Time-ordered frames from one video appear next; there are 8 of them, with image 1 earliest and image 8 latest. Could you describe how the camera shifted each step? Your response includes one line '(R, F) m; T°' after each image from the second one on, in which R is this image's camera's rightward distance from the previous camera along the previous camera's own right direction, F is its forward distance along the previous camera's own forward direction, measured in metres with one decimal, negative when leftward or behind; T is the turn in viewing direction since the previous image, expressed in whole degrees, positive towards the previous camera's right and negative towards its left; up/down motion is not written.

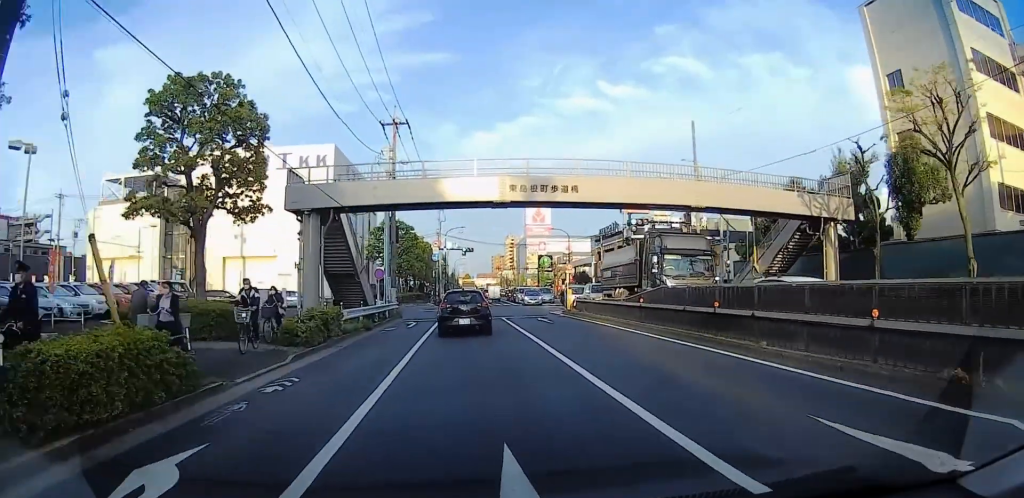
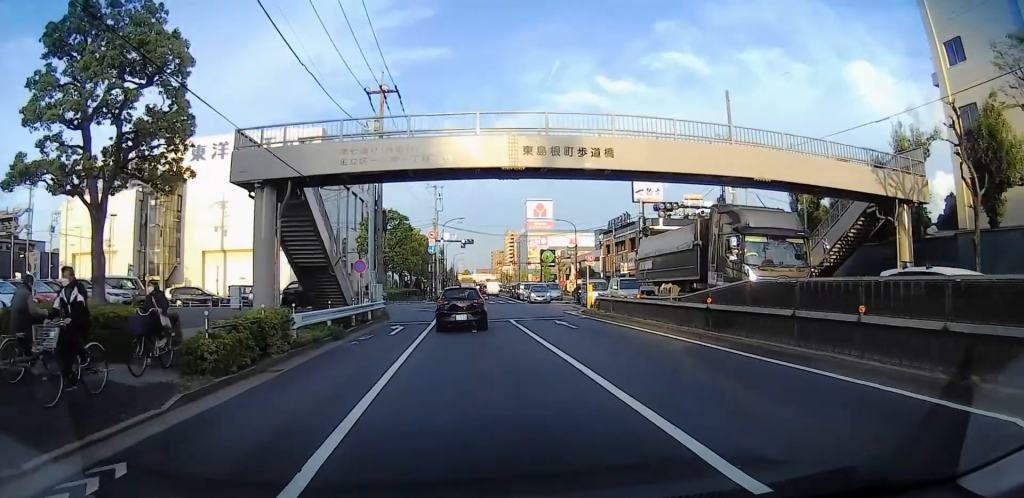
(0.0, +5.3) m; 0°
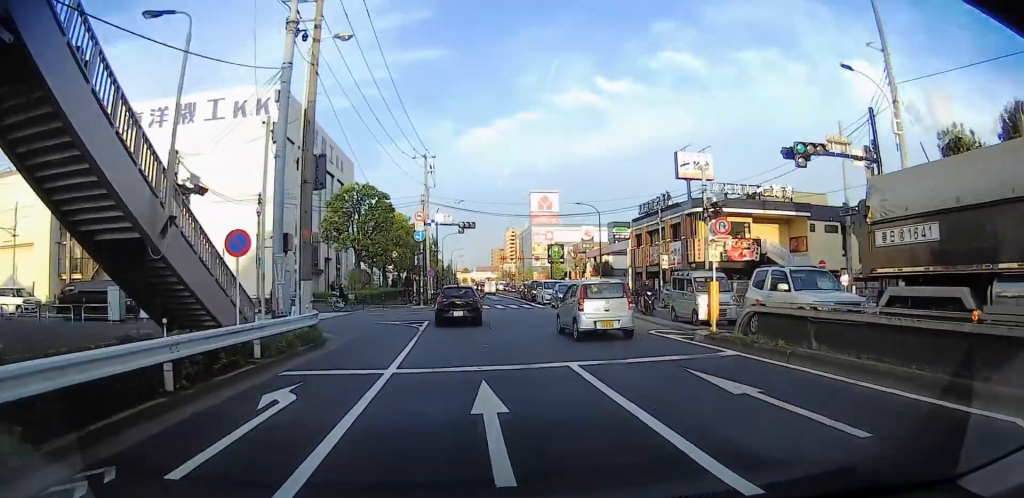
(0.0, +13.8) m; 0°
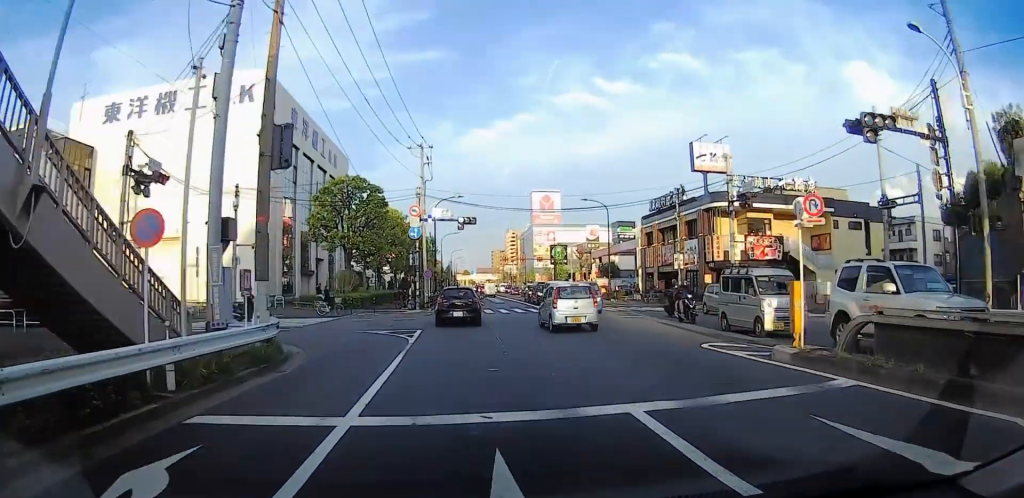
(0.0, +3.6) m; 0°
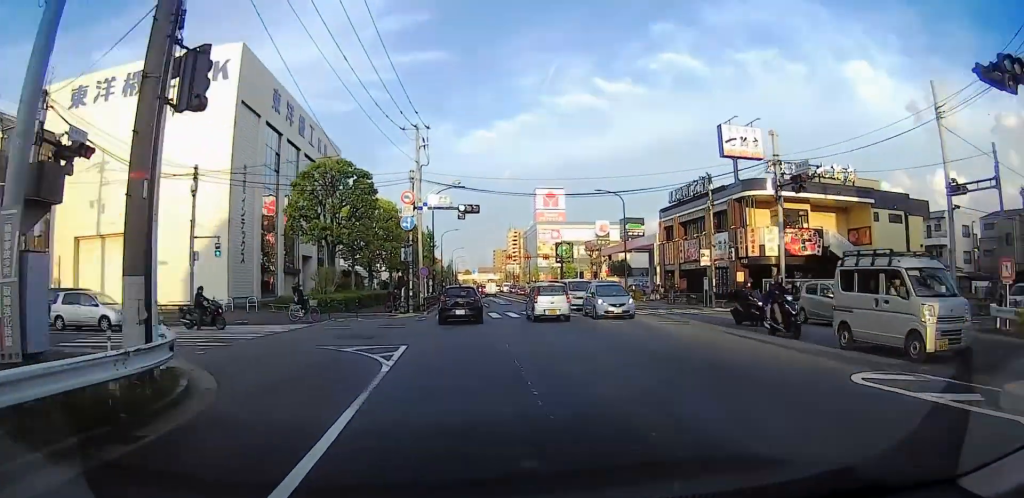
(0.0, +5.5) m; 0°
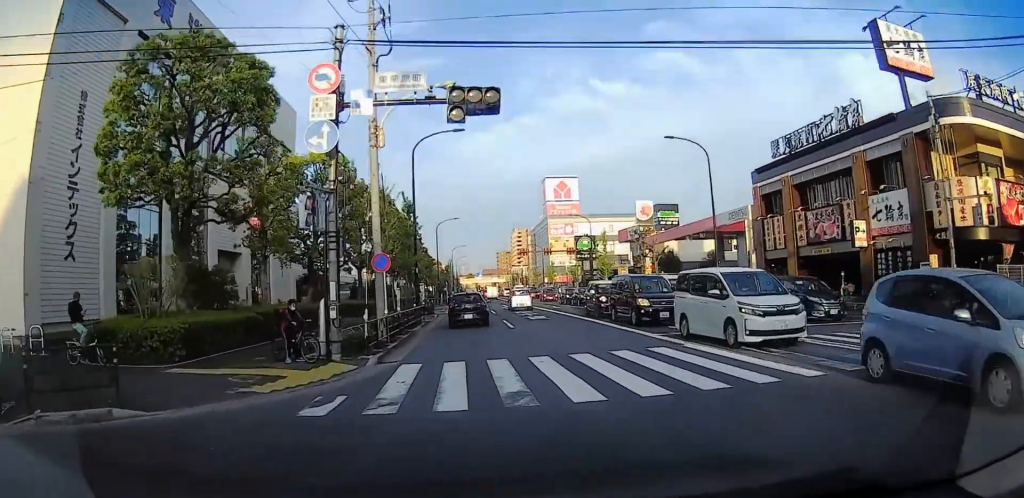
(0.0, +18.8) m; 0°
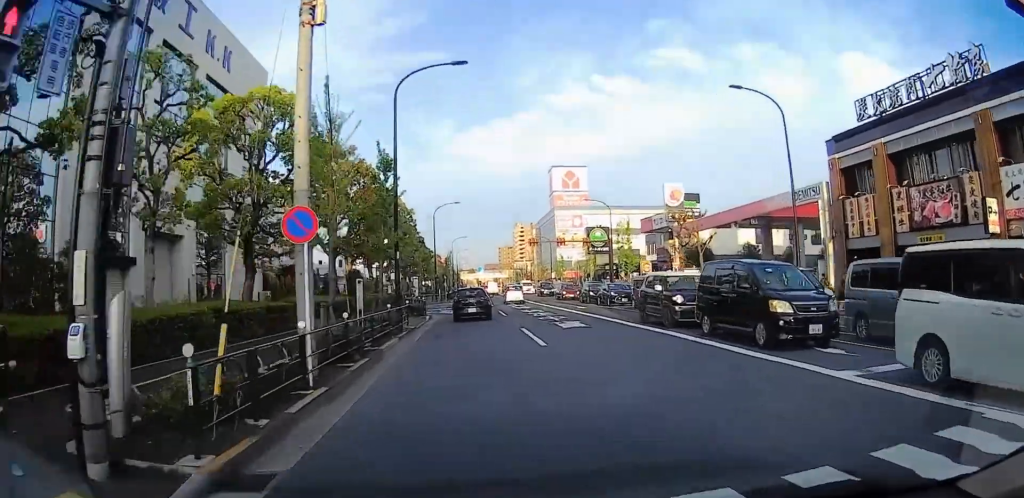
(0.0, +8.6) m; 0°
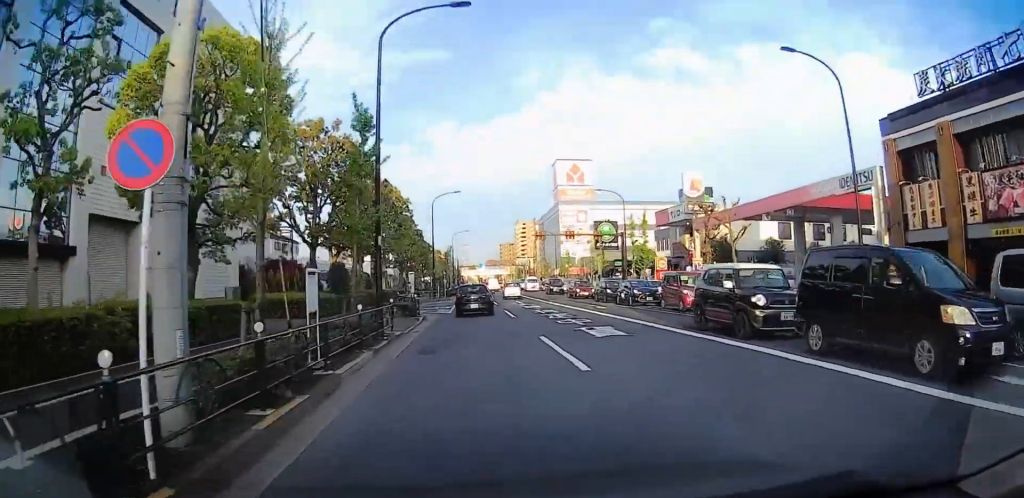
(0.0, +4.5) m; 0°
